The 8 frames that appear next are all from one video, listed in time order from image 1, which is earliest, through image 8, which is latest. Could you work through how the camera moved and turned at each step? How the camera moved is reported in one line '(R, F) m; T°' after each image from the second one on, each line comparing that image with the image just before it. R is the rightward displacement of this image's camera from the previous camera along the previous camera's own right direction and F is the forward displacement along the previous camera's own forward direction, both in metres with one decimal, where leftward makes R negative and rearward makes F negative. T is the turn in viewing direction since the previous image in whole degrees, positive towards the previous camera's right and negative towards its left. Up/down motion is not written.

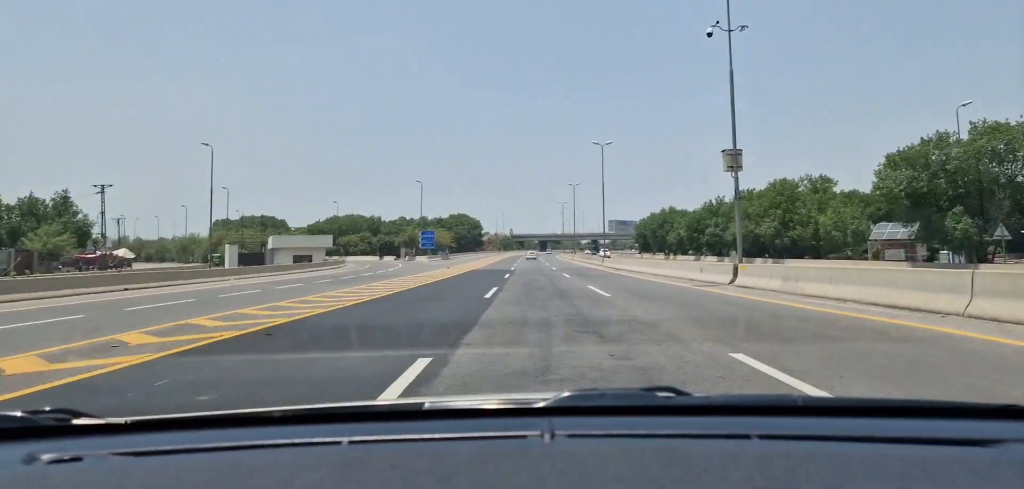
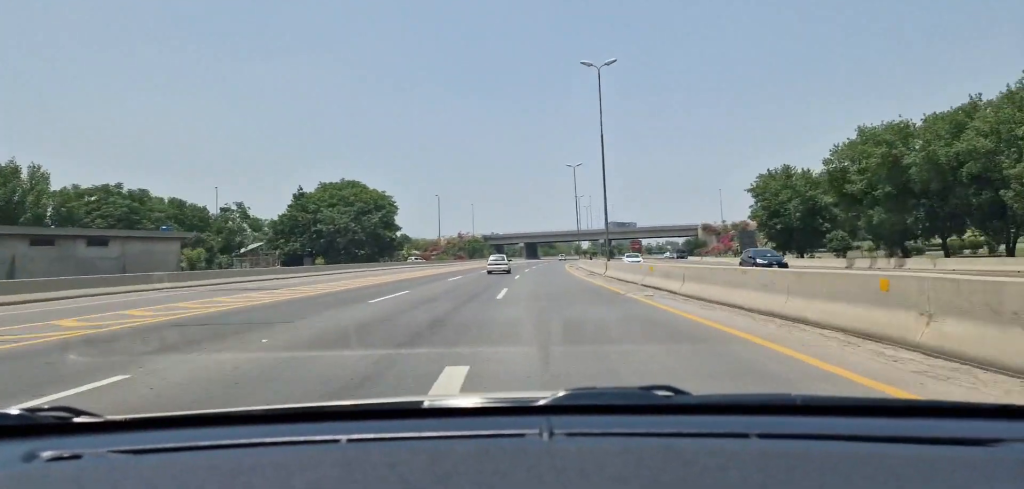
(+1.9, +113.9) m; +2°
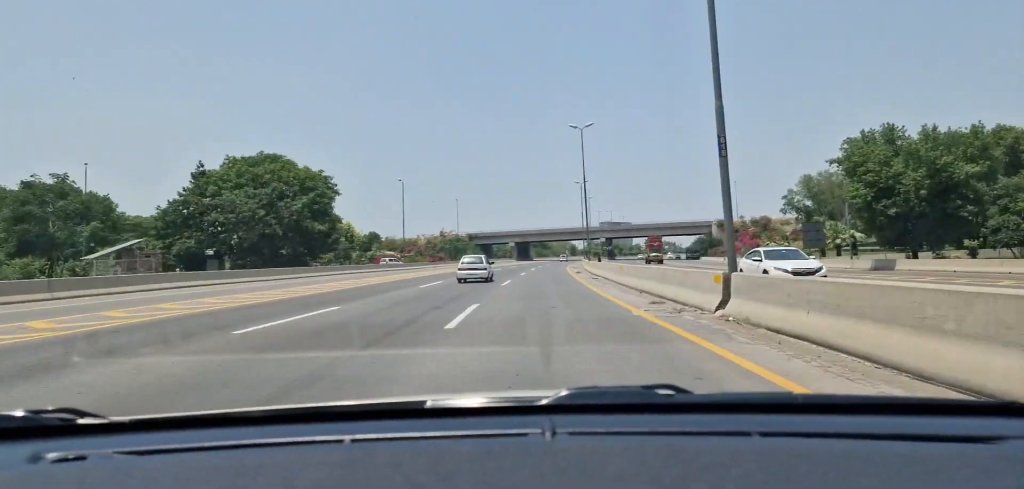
(-0.2, +26.3) m; +1°
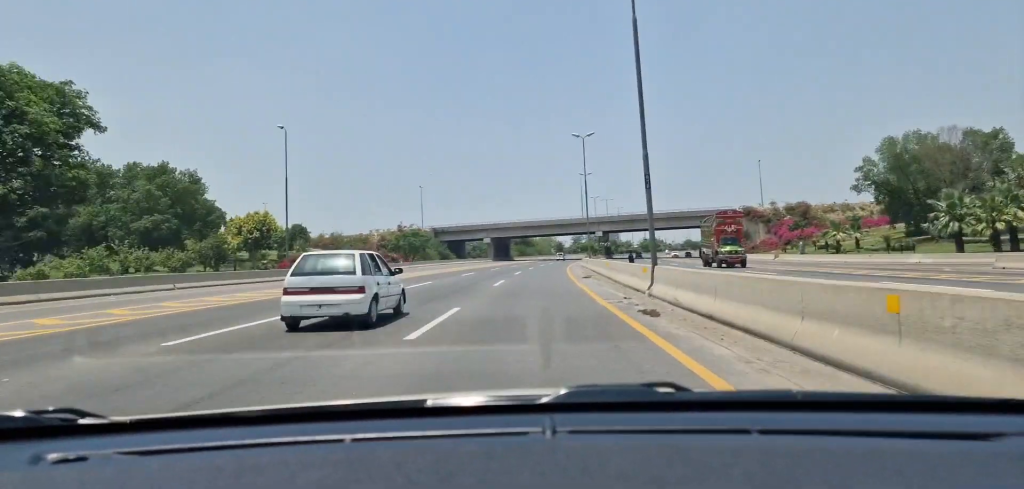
(+0.8, +37.7) m; +2°
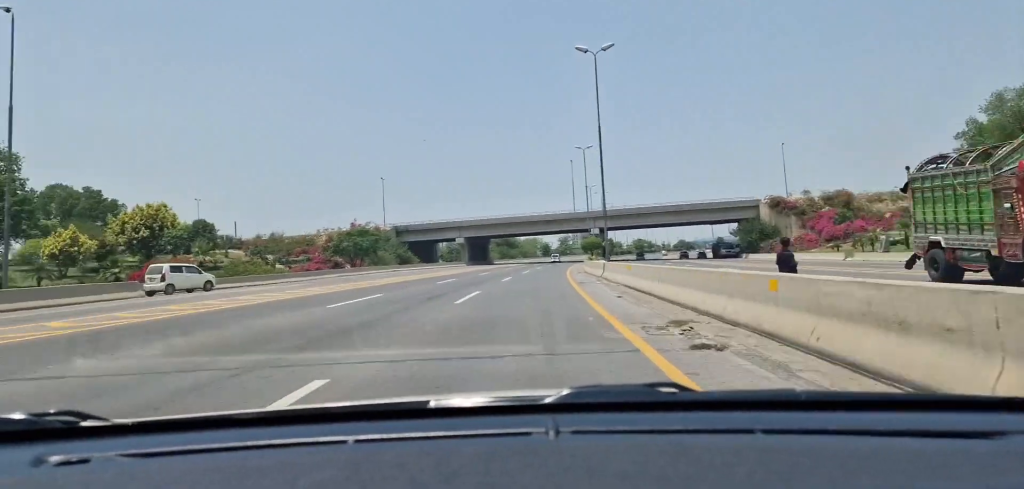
(+0.3, +26.4) m; +1°
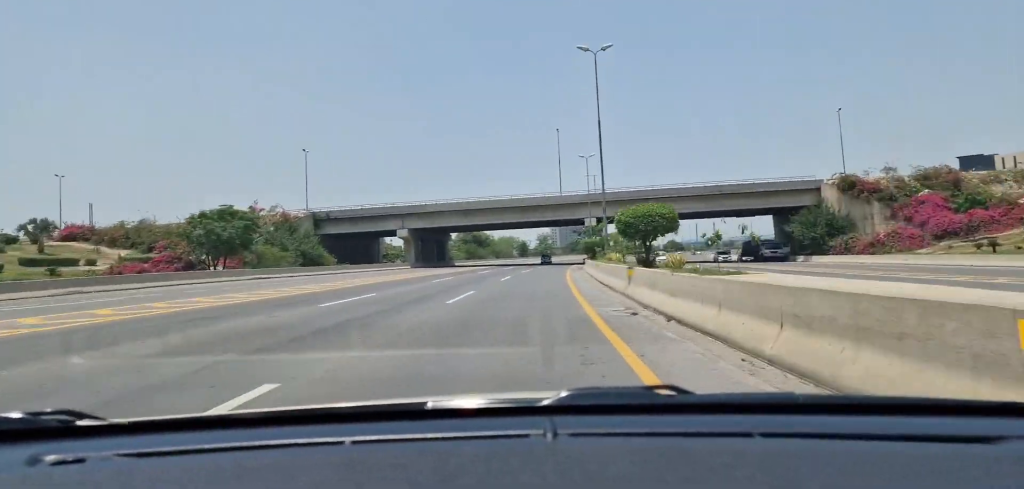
(+0.4, +36.8) m; +2°
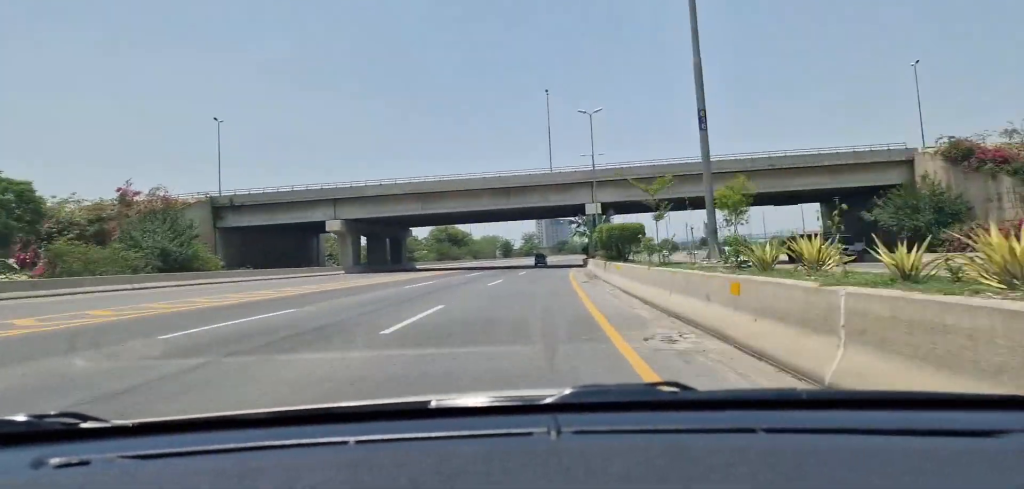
(+0.3, +25.5) m; +1°
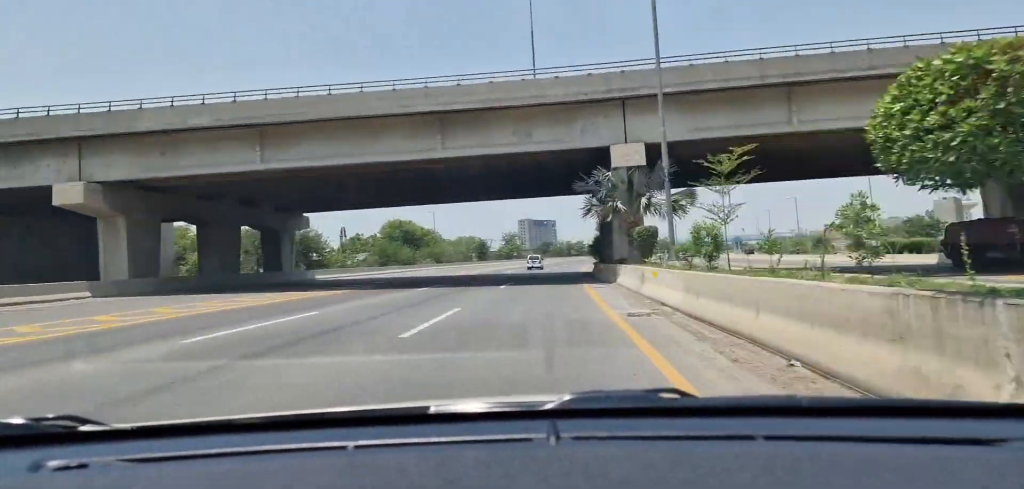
(+0.5, +35.2) m; +2°
